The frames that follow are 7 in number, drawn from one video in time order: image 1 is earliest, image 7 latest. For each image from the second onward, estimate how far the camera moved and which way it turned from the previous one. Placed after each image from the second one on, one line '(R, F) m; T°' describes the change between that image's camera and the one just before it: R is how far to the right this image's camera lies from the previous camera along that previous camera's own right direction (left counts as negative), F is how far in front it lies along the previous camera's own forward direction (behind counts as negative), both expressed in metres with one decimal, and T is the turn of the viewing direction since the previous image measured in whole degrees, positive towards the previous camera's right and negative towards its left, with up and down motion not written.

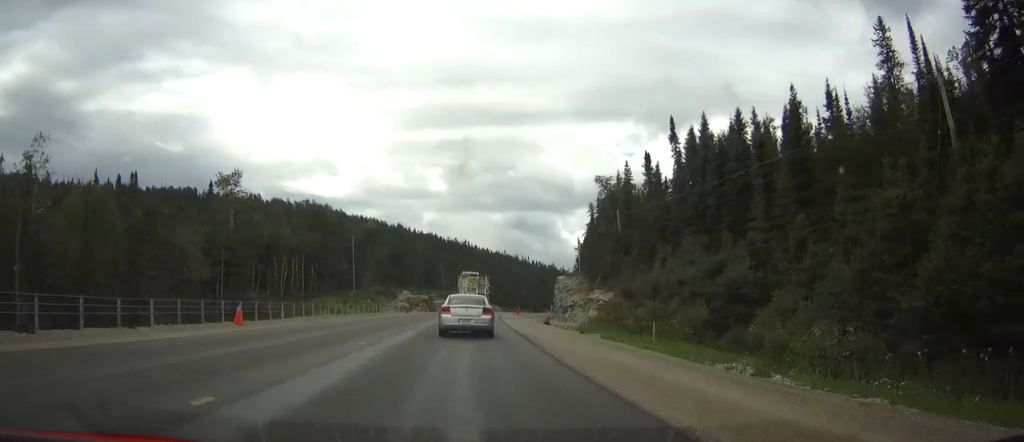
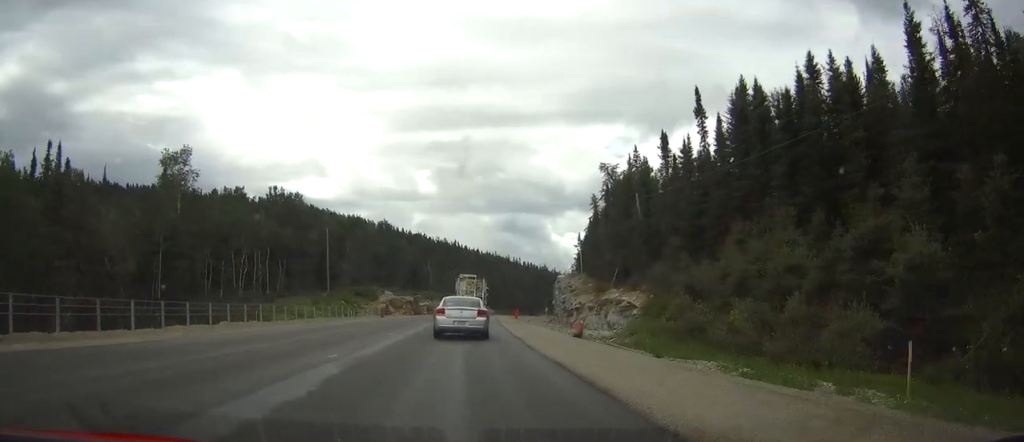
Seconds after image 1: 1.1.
(0.0, +15.2) m; 0°
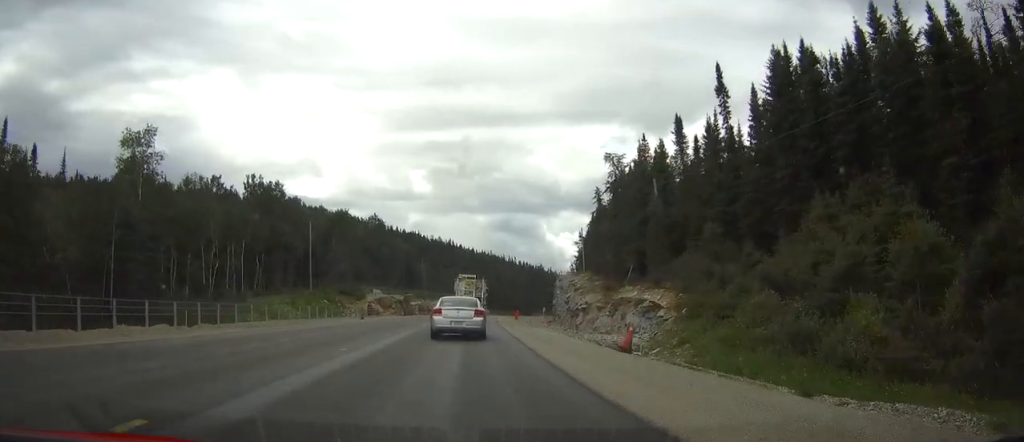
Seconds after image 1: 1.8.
(0.0, +9.0) m; 0°
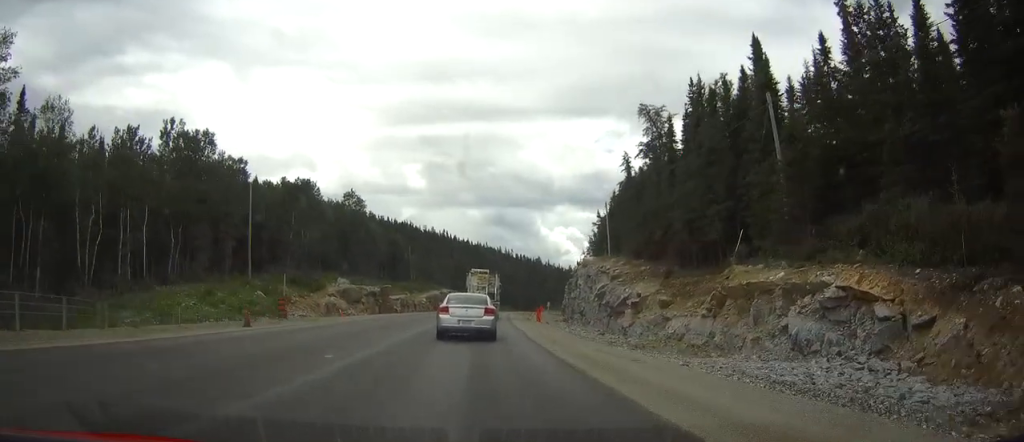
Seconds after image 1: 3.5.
(+0.2, +27.1) m; +1°
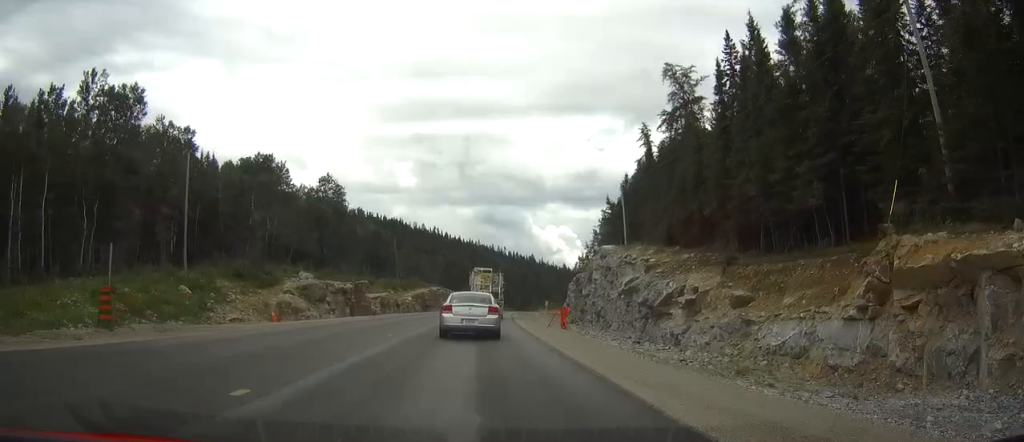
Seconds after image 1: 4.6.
(0.0, +16.4) m; 0°
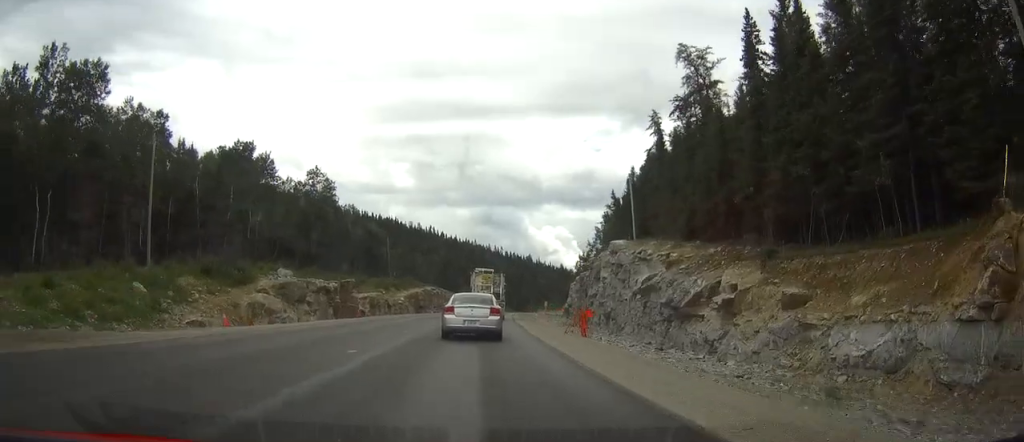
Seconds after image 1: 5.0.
(0.0, +6.9) m; 0°
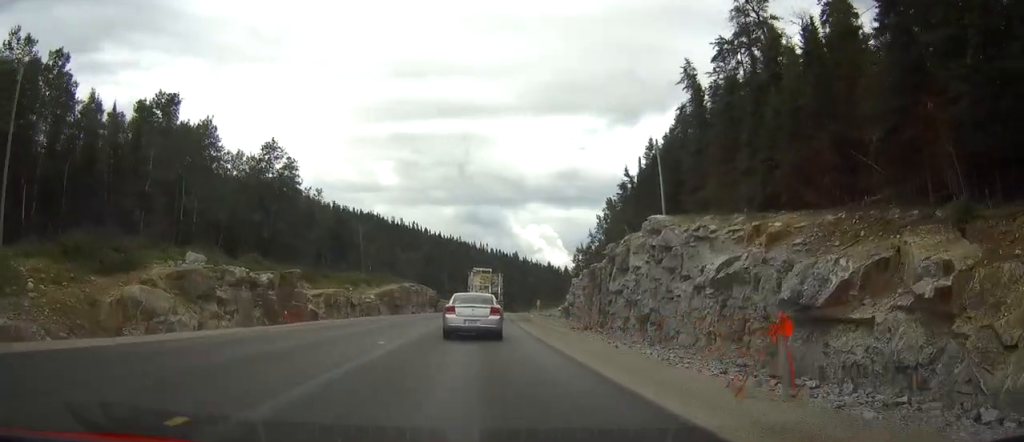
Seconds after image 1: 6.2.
(+0.2, +18.8) m; +2°
